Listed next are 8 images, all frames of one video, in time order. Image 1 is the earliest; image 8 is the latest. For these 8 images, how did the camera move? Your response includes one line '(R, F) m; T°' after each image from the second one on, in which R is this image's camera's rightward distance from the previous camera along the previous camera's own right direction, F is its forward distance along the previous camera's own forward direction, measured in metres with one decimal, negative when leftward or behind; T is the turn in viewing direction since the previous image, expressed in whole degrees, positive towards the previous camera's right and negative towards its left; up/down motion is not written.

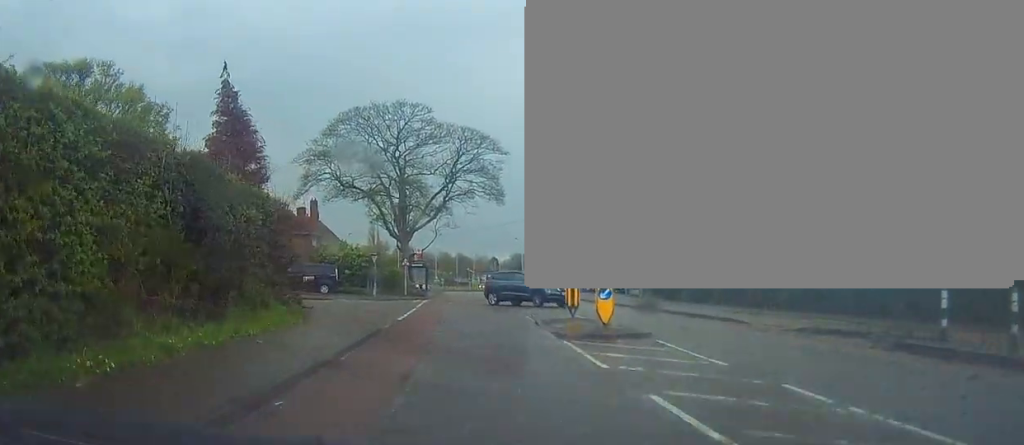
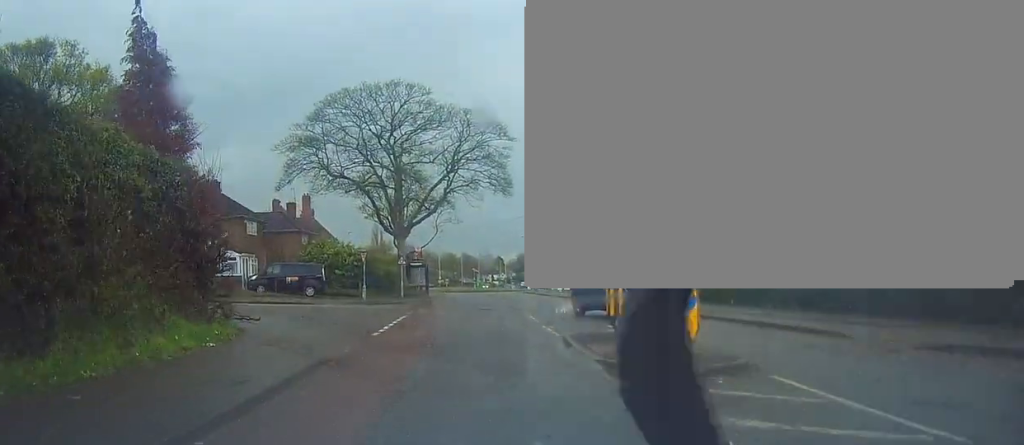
(-0.2, +5.5) m; -1°
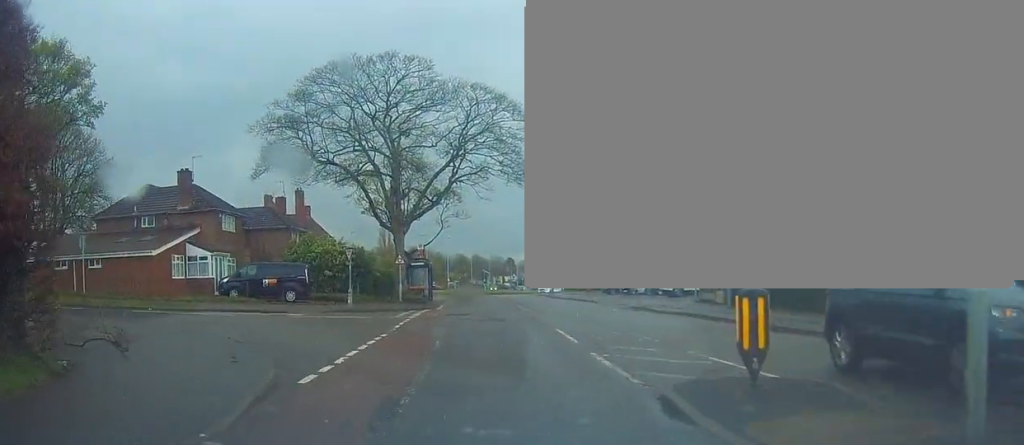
(+0.1, +6.7) m; +1°
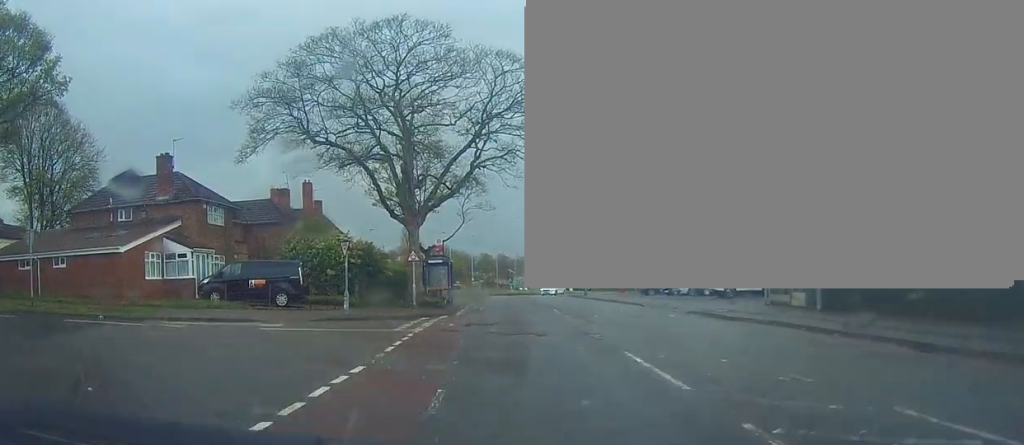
(-0.1, +6.1) m; -7°
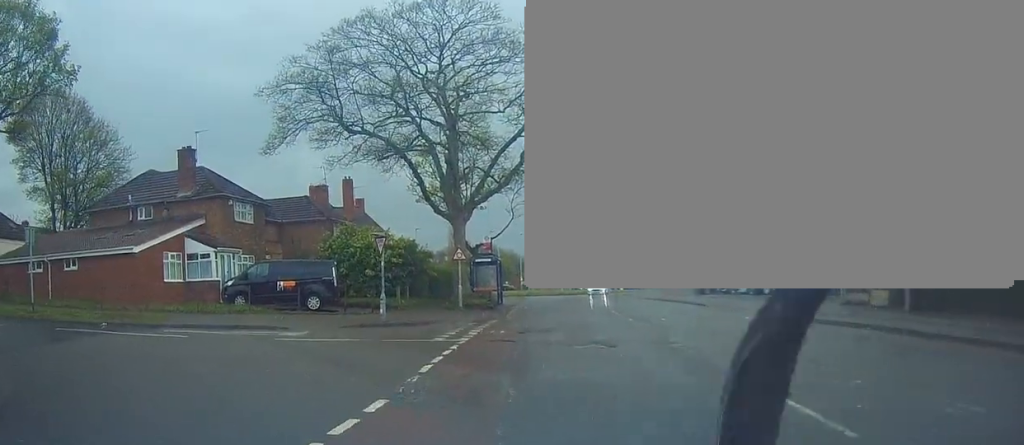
(-0.3, +2.9) m; -6°
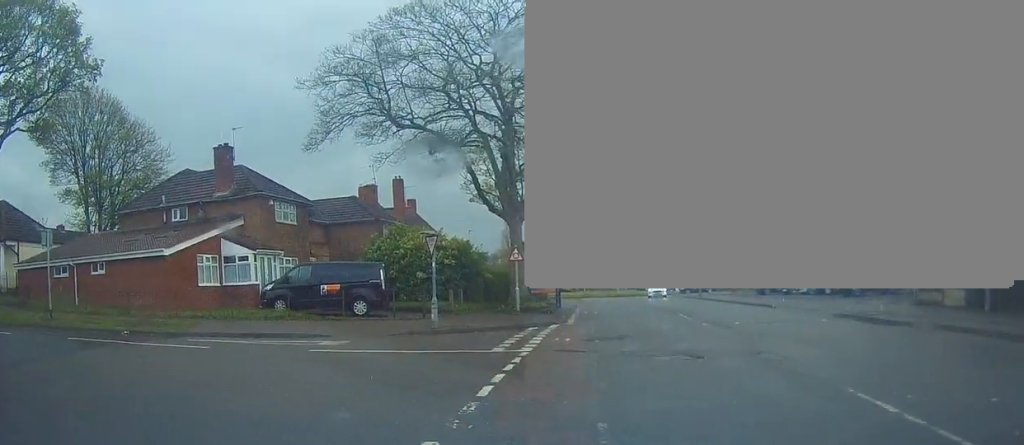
(-0.1, +1.9) m; -4°
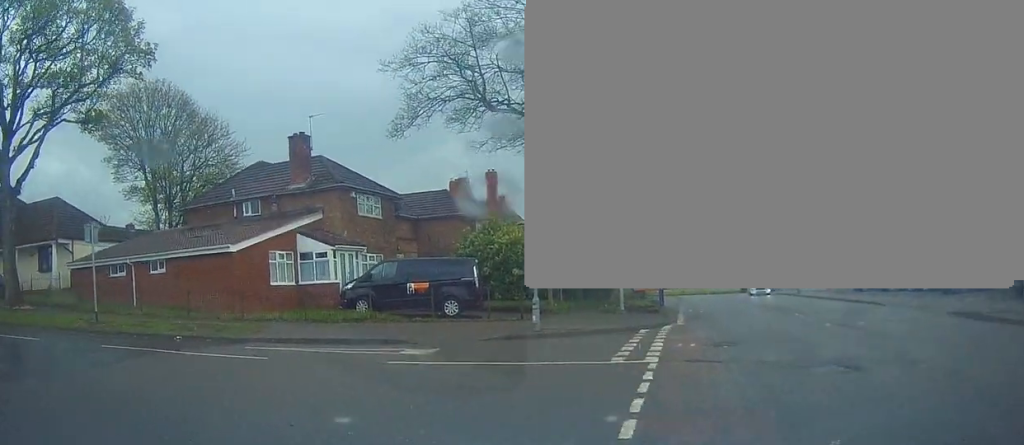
(0.0, +2.3) m; -6°
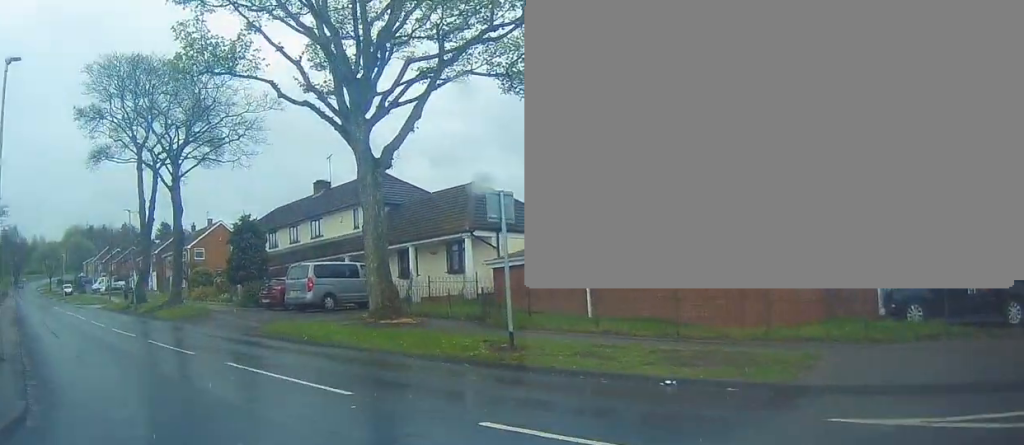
(-2.4, +6.7) m; -39°
